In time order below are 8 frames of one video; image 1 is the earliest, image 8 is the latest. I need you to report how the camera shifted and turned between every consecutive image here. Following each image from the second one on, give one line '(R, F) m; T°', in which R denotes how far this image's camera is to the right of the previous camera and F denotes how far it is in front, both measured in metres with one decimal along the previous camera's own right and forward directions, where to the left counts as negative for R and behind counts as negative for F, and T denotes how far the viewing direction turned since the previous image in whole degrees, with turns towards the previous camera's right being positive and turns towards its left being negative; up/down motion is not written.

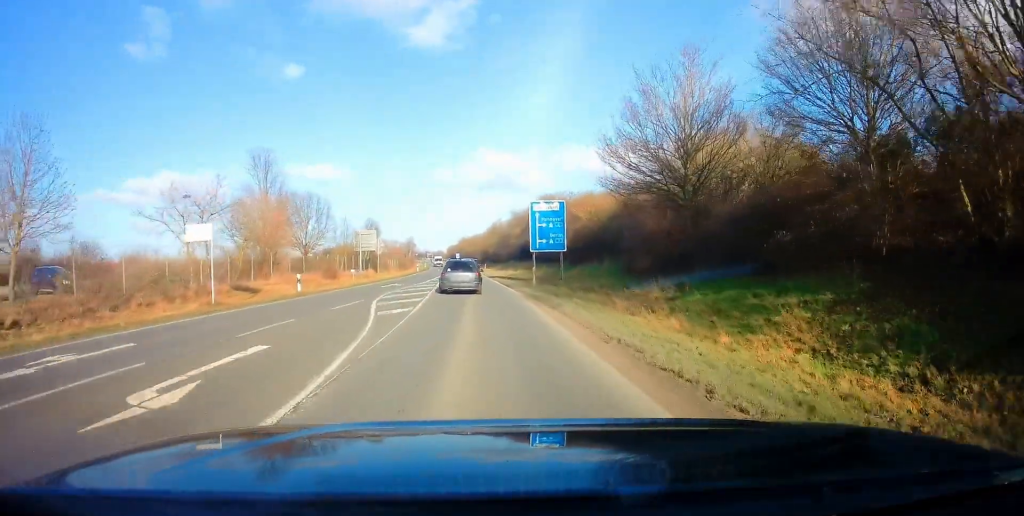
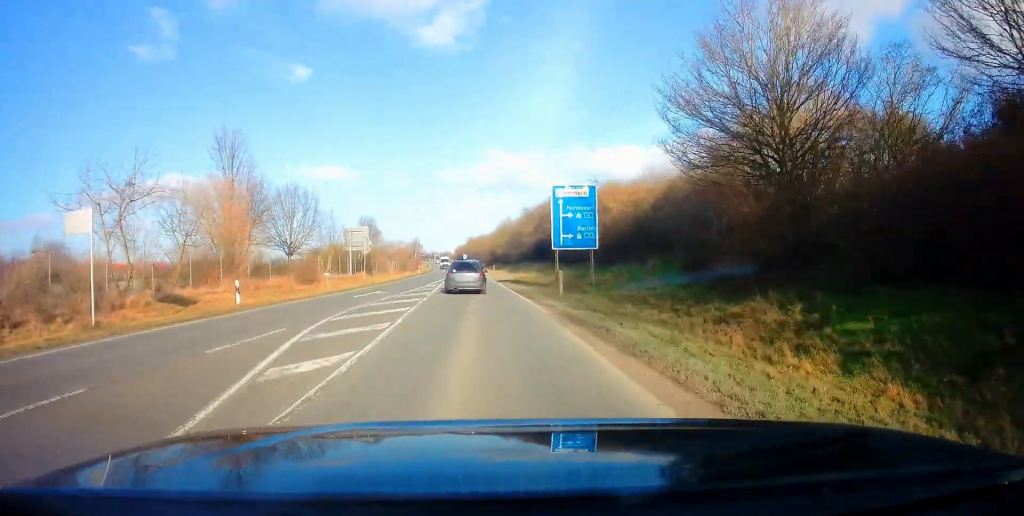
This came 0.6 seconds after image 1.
(-0.2, +7.9) m; -1°
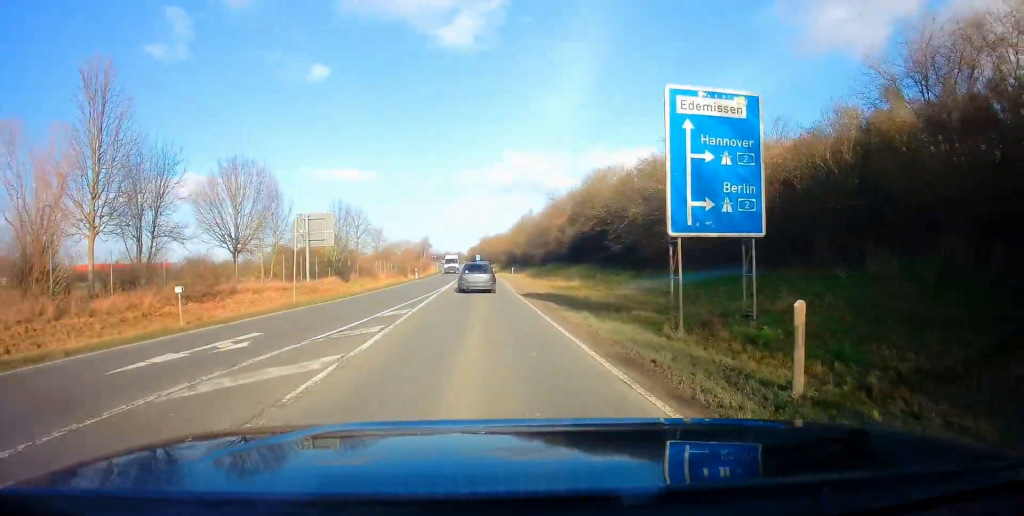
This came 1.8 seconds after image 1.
(-0.2, +16.3) m; -1°
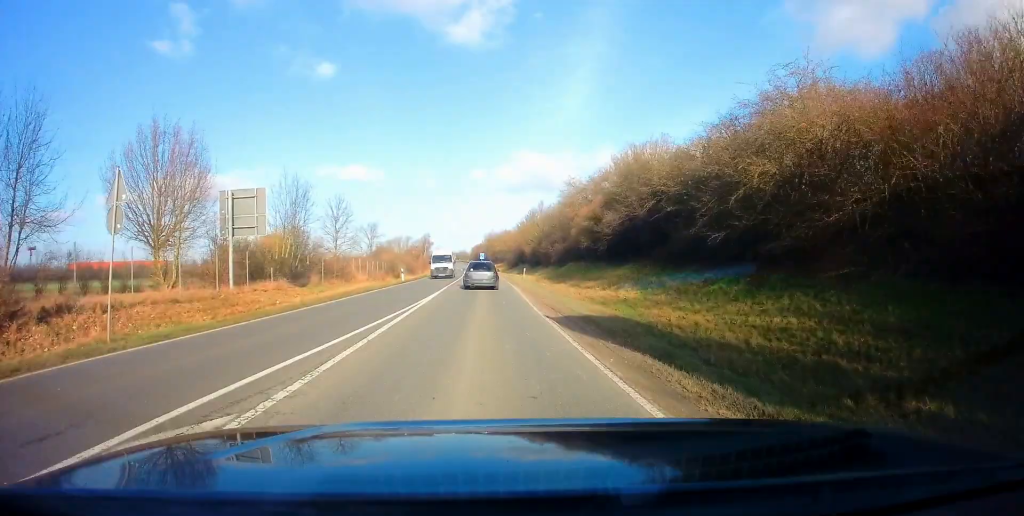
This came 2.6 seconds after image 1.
(0.0, +11.9) m; 0°
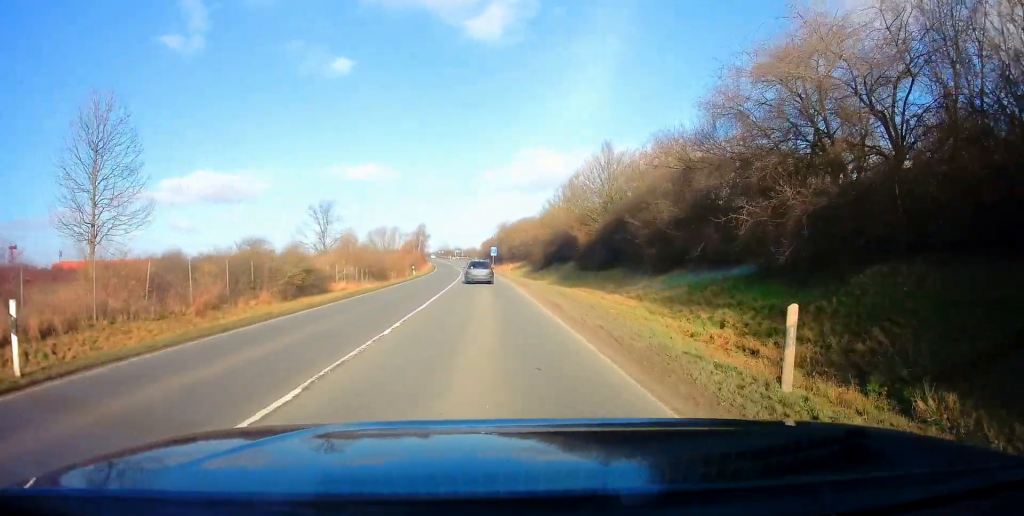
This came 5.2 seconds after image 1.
(+0.1, +39.0) m; 0°
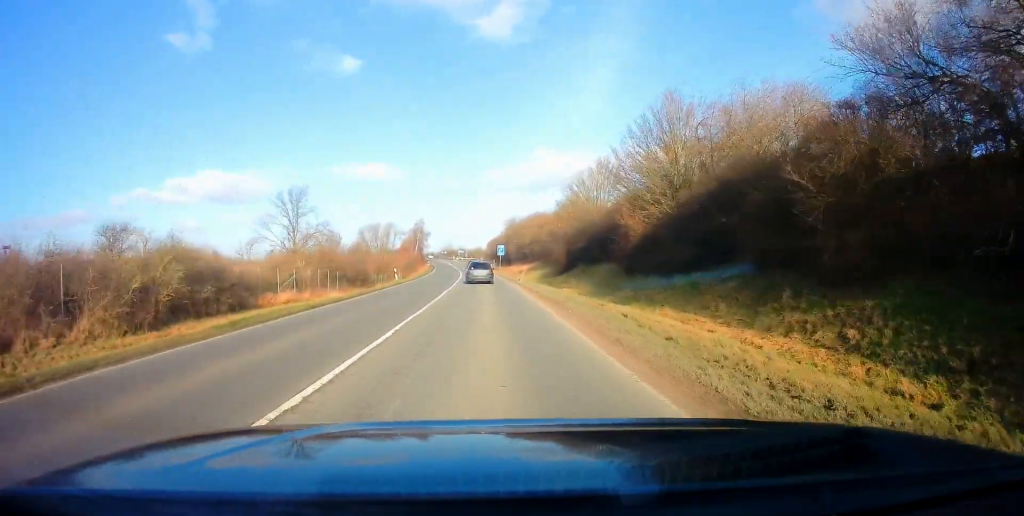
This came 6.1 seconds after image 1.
(0.0, +13.5) m; -1°
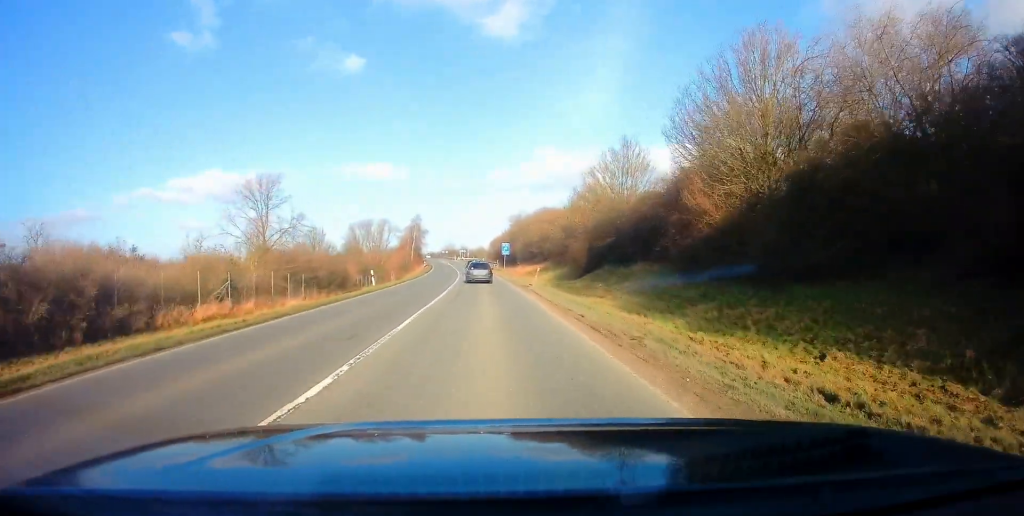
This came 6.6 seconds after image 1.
(-0.1, +9.3) m; -1°
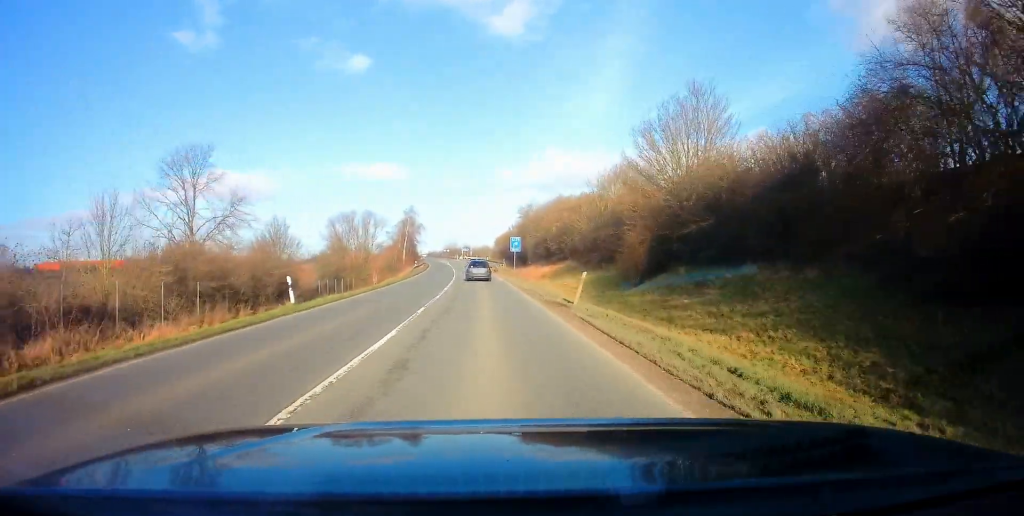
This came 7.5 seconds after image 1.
(-0.3, +14.5) m; -1°
